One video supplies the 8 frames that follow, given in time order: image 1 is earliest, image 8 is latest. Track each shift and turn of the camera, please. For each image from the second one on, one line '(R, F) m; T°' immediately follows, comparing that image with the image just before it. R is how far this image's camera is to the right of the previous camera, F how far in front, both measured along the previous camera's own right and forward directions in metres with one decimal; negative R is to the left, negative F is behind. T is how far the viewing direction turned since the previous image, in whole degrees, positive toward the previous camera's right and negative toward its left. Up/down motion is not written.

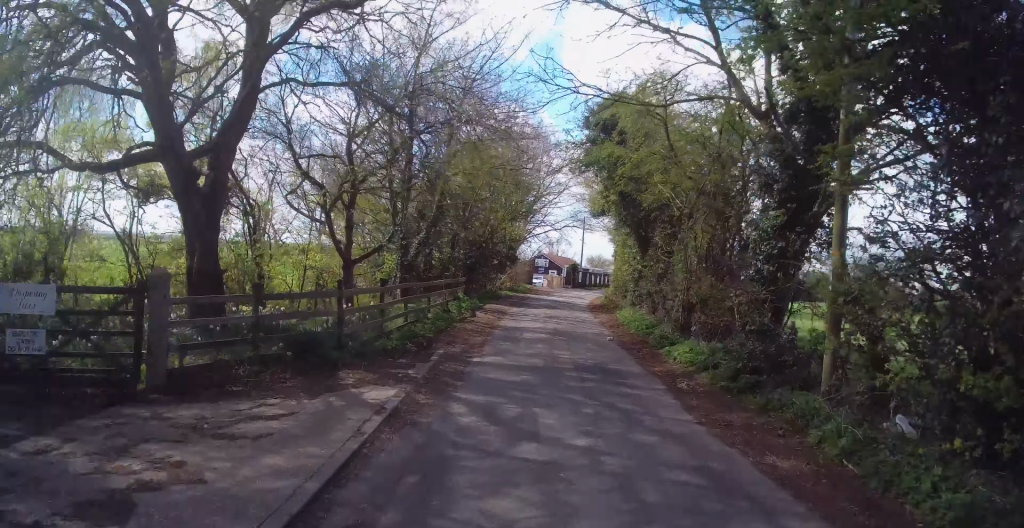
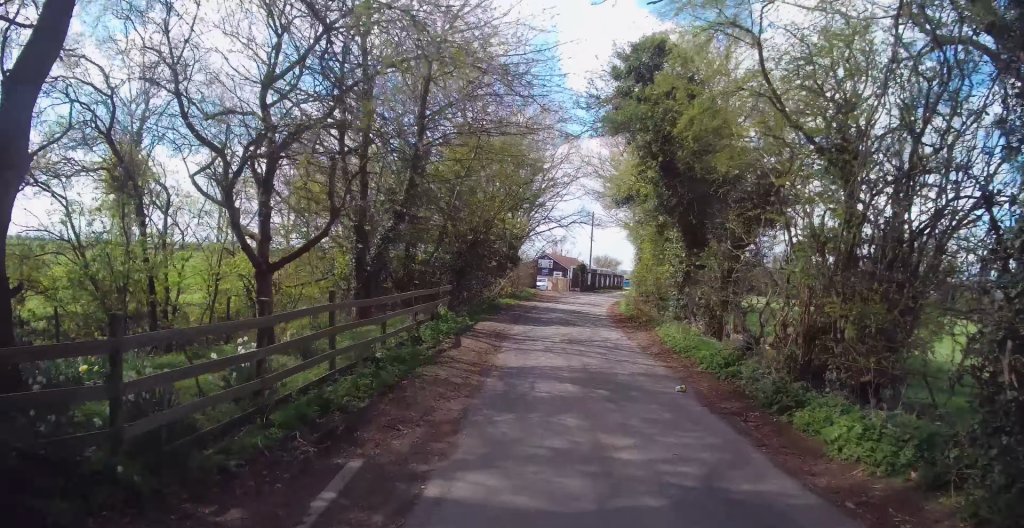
(+0.3, +5.8) m; +4°
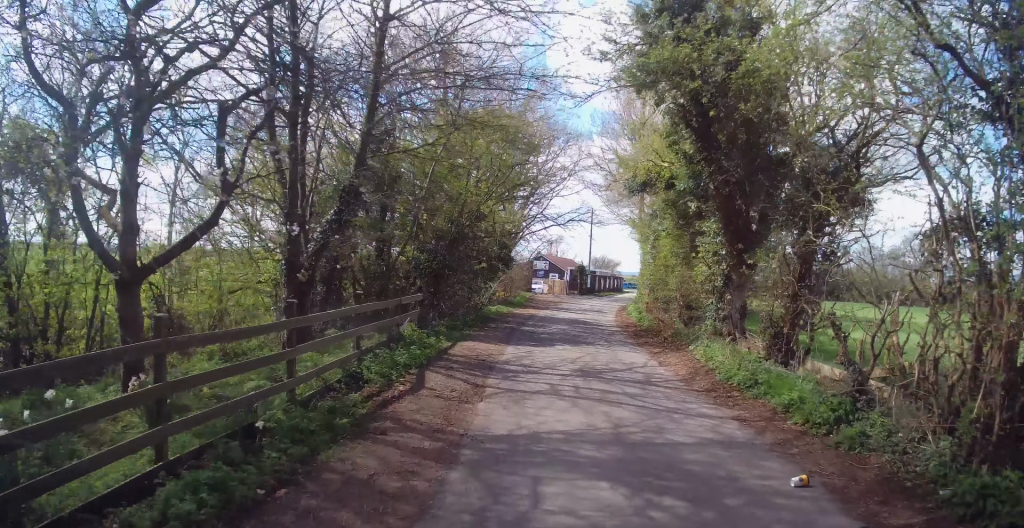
(+0.1, +4.0) m; +3°
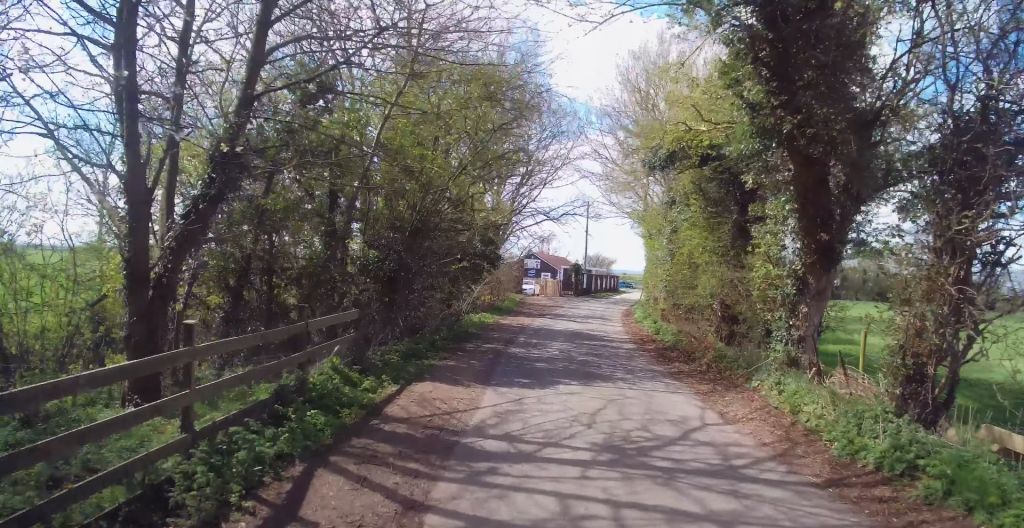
(+0.2, +3.8) m; +1°
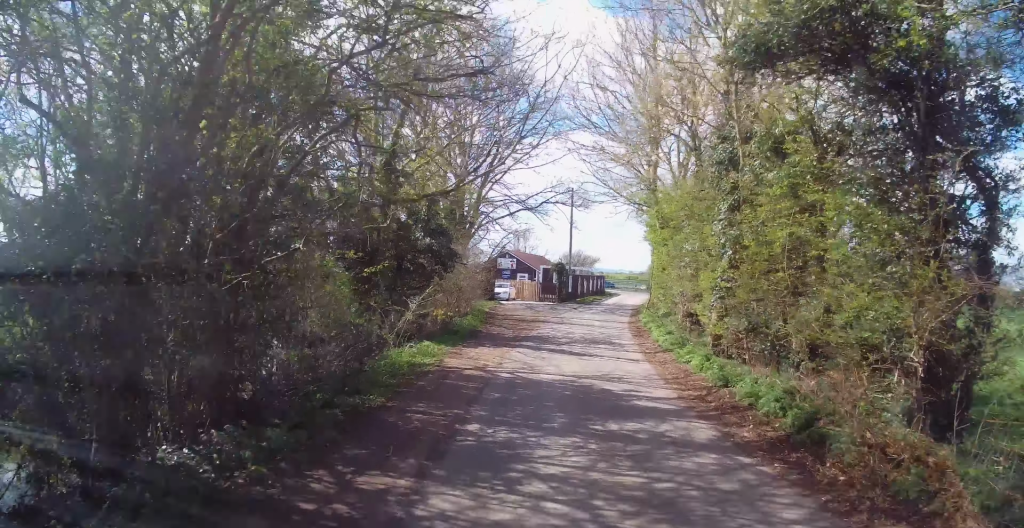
(+0.1, +7.5) m; +1°
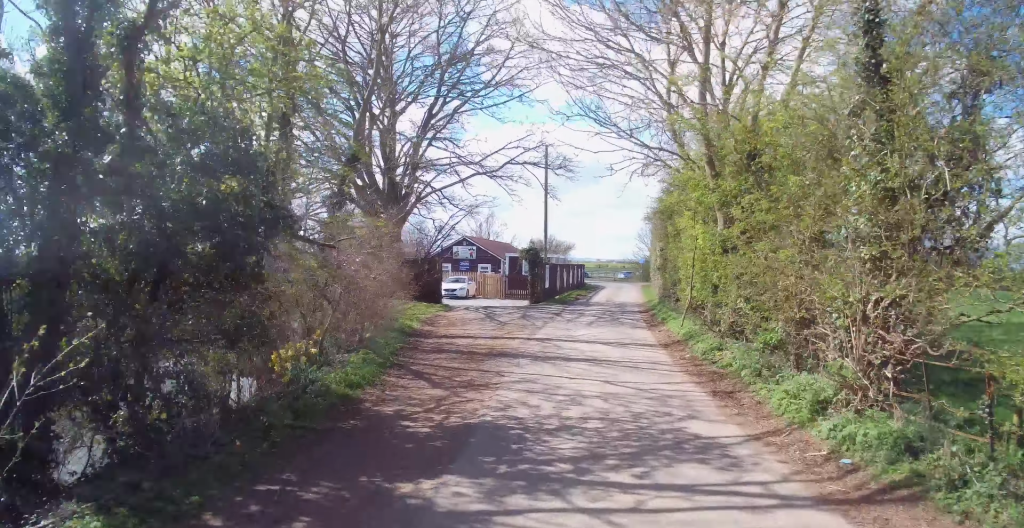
(-0.1, +10.2) m; 0°
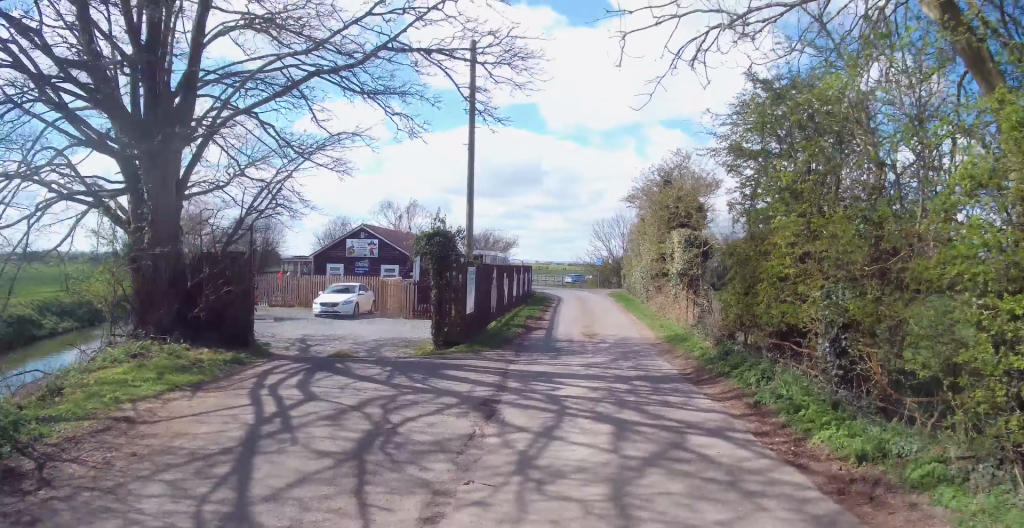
(0.0, +12.9) m; 0°
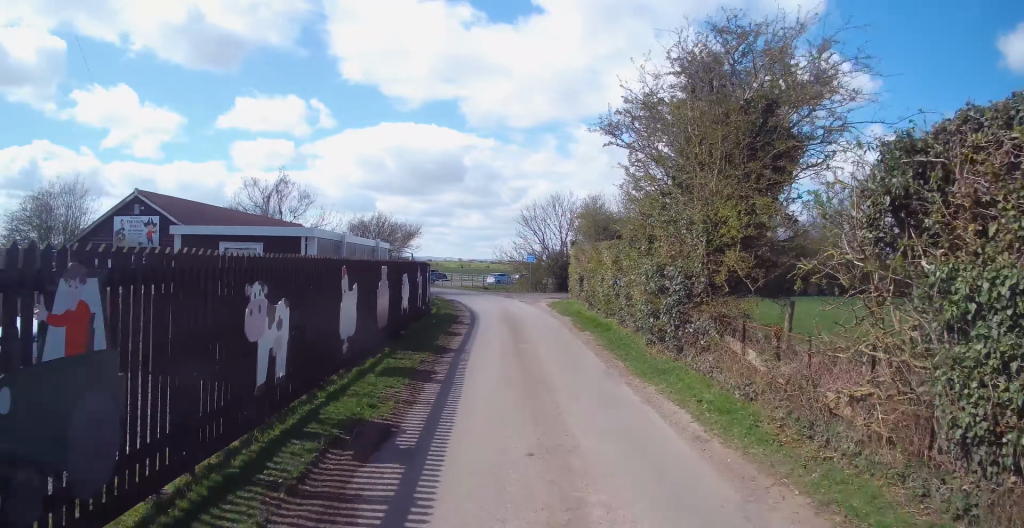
(+0.4, +14.3) m; +6°
